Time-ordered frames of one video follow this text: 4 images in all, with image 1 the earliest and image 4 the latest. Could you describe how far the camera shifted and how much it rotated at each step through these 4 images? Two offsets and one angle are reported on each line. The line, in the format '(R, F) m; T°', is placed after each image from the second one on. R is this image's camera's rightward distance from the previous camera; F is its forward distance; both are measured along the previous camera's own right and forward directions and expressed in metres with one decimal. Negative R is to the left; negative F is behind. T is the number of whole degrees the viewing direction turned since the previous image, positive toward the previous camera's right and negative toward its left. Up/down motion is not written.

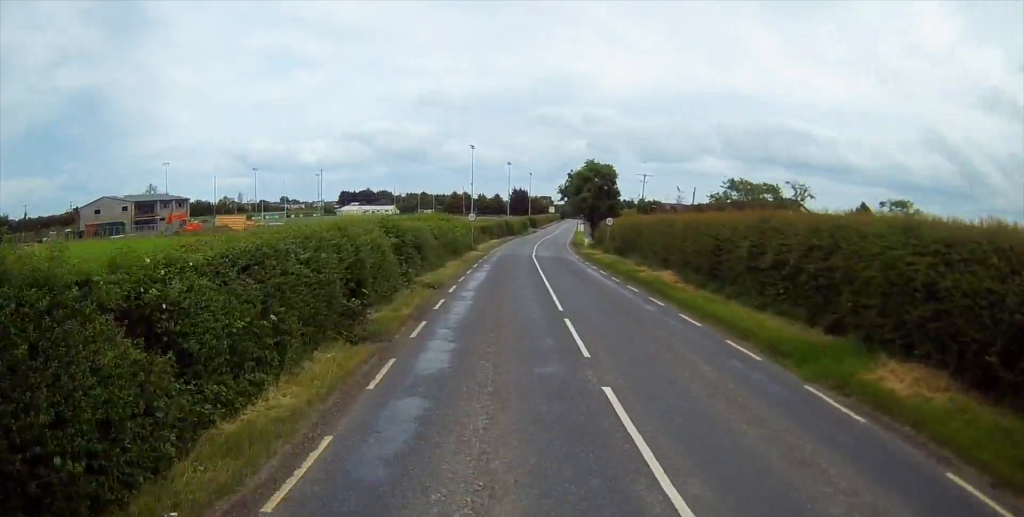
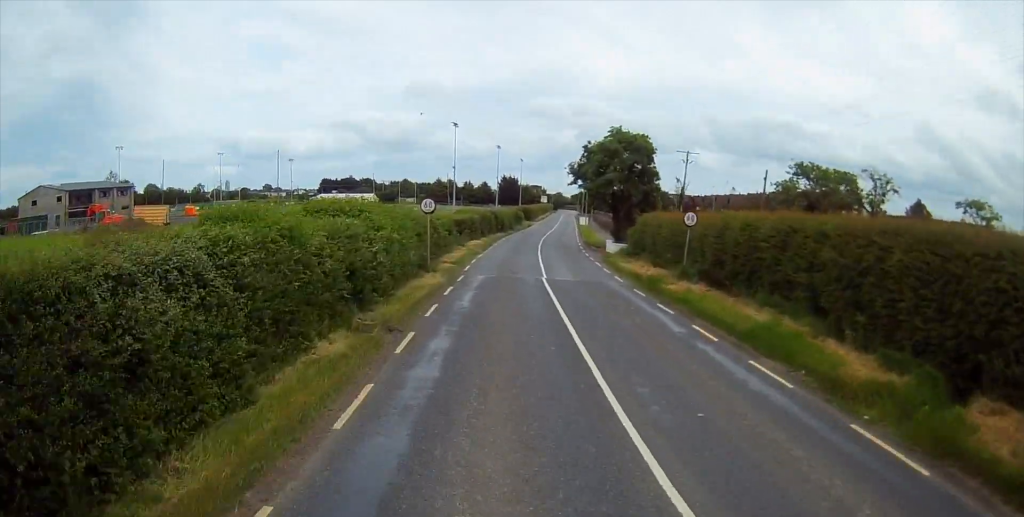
(+0.1, +22.4) m; 0°
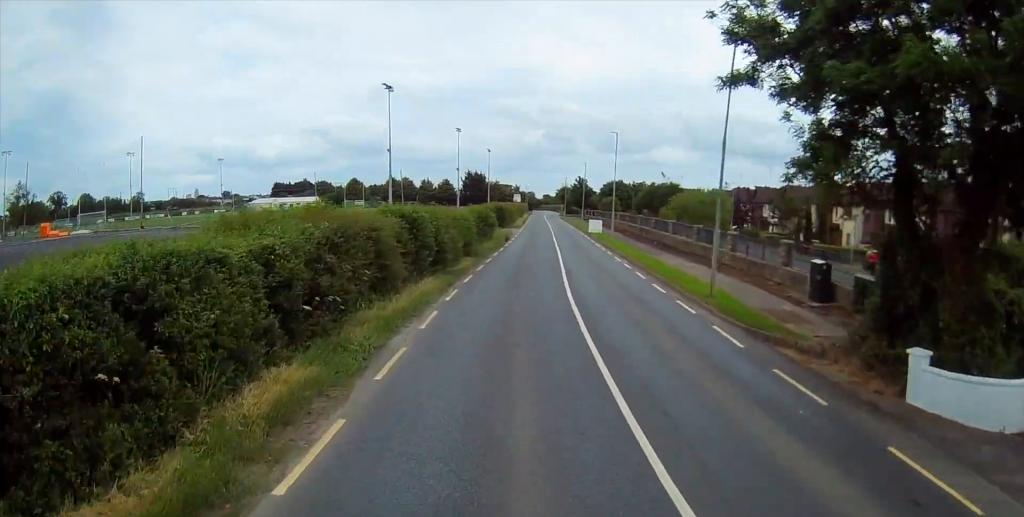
(+1.2, +42.6) m; +3°
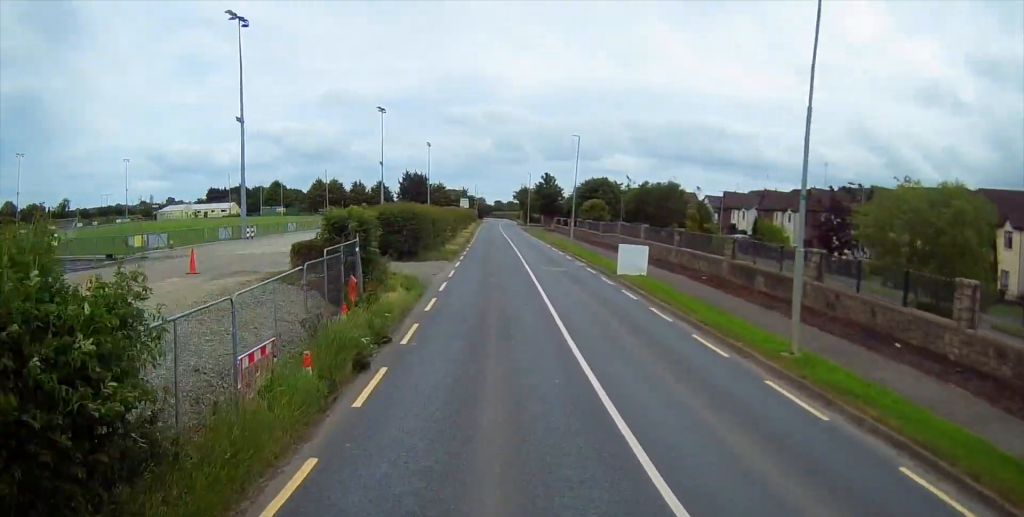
(+1.2, +37.1) m; +4°
